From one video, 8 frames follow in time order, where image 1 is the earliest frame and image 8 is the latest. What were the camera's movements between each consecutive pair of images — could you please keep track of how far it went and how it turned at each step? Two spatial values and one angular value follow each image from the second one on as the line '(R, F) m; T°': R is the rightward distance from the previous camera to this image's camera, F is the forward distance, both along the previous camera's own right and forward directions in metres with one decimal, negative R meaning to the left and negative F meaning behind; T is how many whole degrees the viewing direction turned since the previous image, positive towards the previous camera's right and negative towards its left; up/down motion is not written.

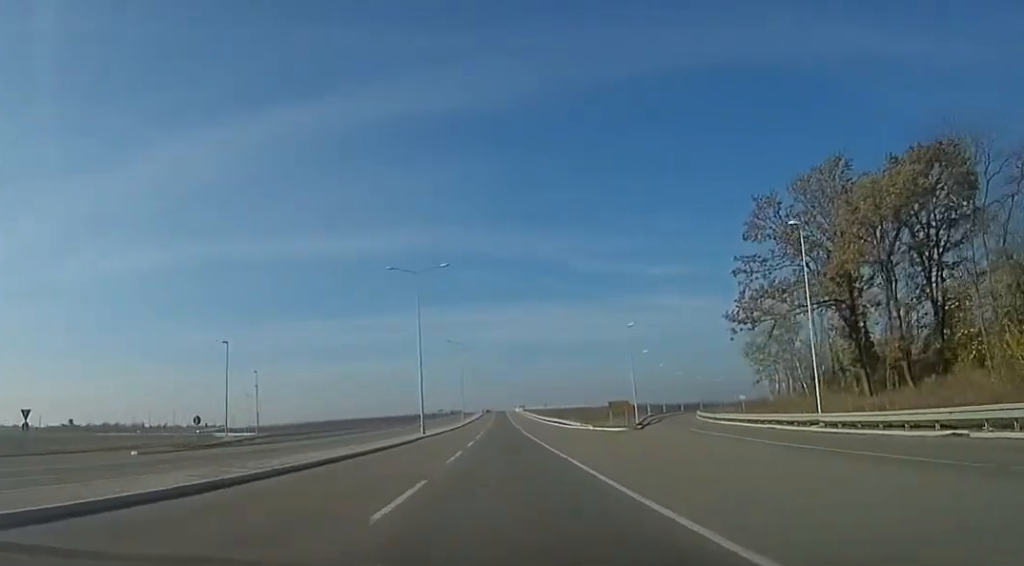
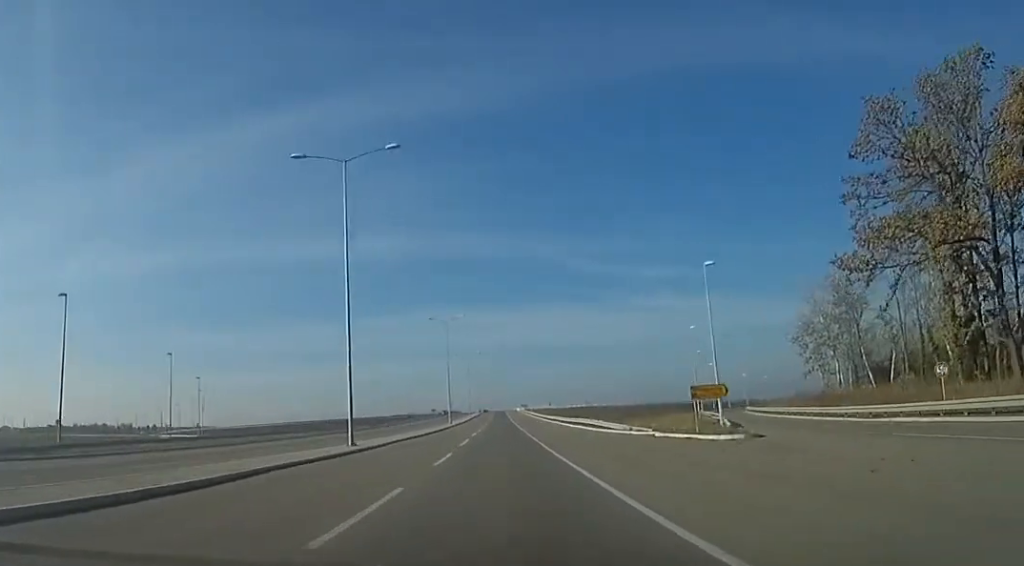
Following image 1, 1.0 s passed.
(0.0, +22.9) m; 0°
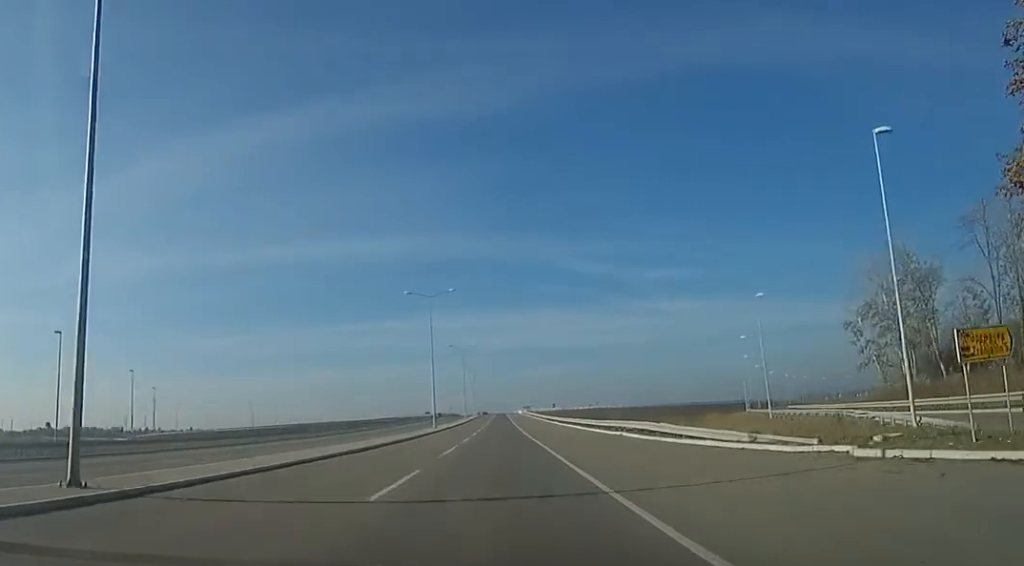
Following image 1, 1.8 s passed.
(0.0, +17.9) m; 0°
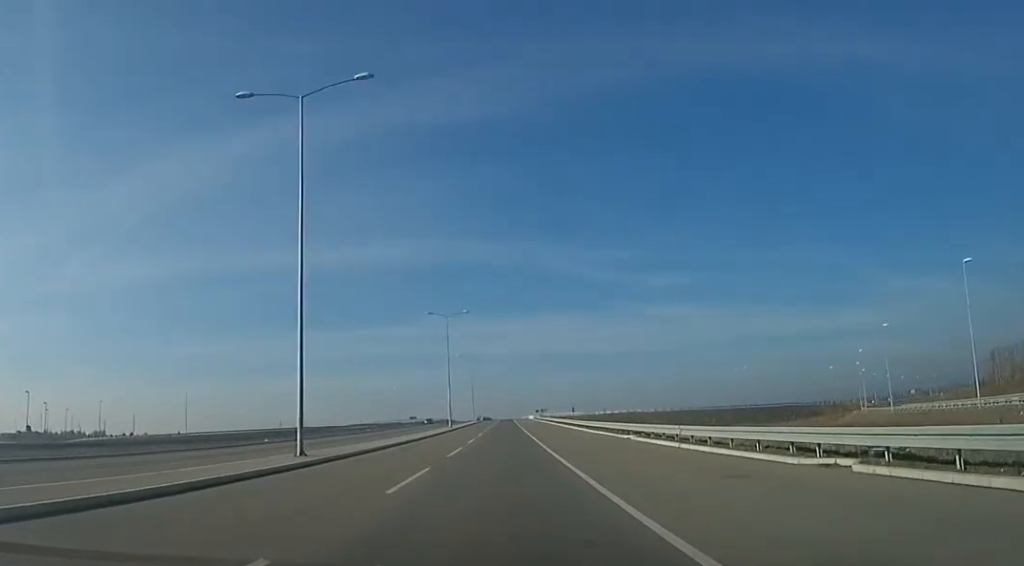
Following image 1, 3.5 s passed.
(-0.2, +41.0) m; 0°
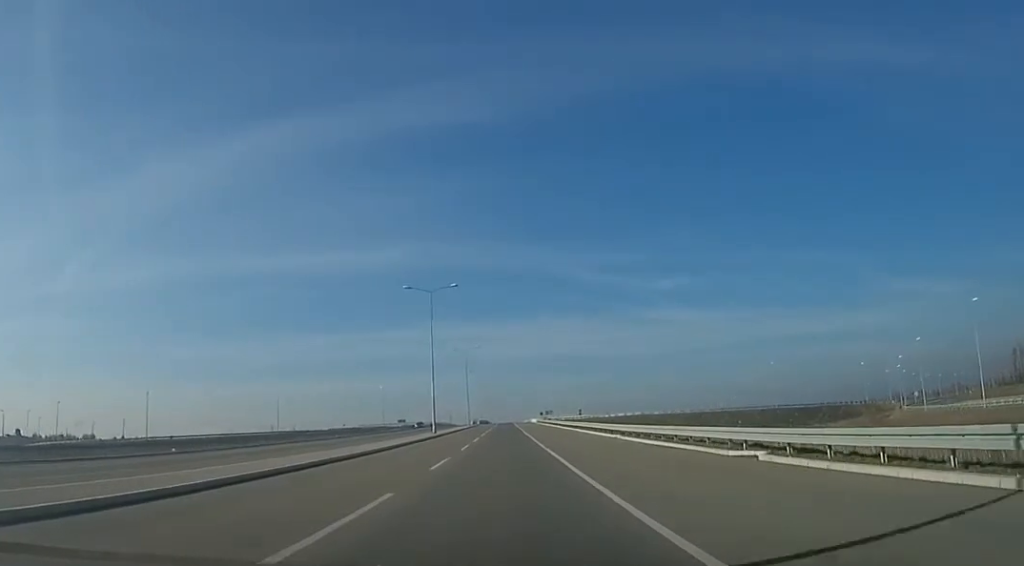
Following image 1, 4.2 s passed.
(0.0, +15.9) m; 0°
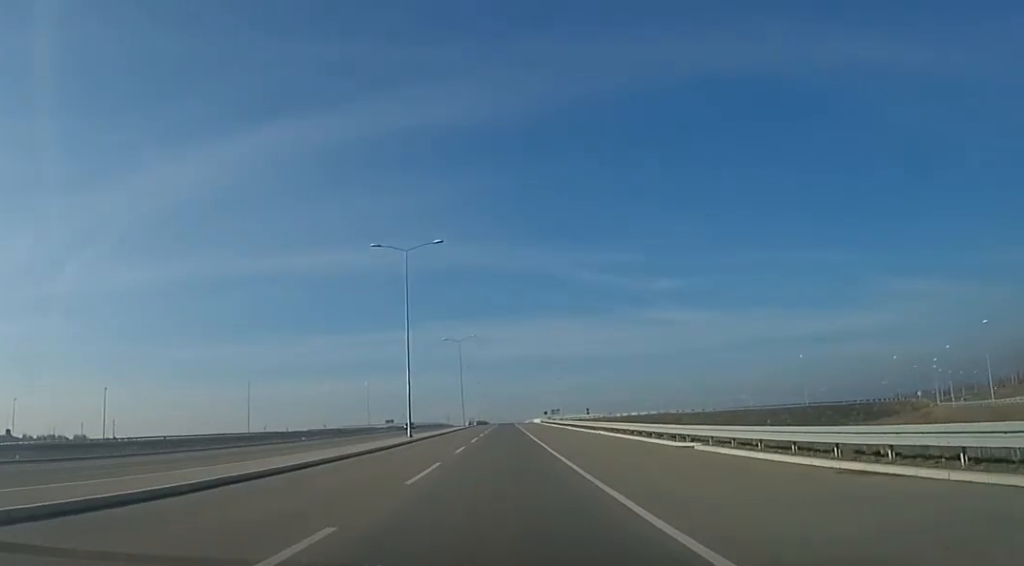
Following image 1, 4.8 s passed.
(0.0, +14.3) m; 0°
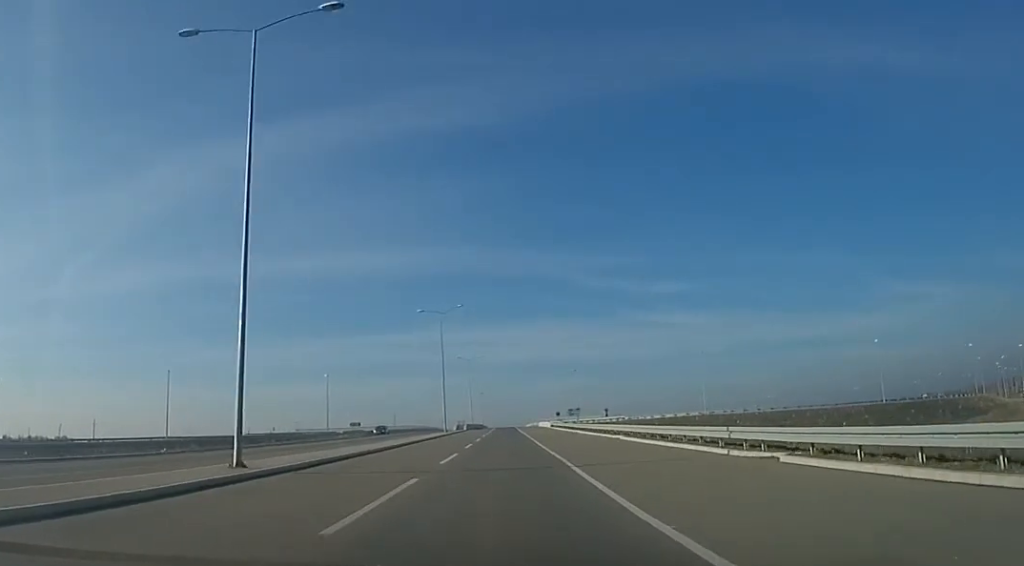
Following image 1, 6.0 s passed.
(0.0, +26.9) m; 0°
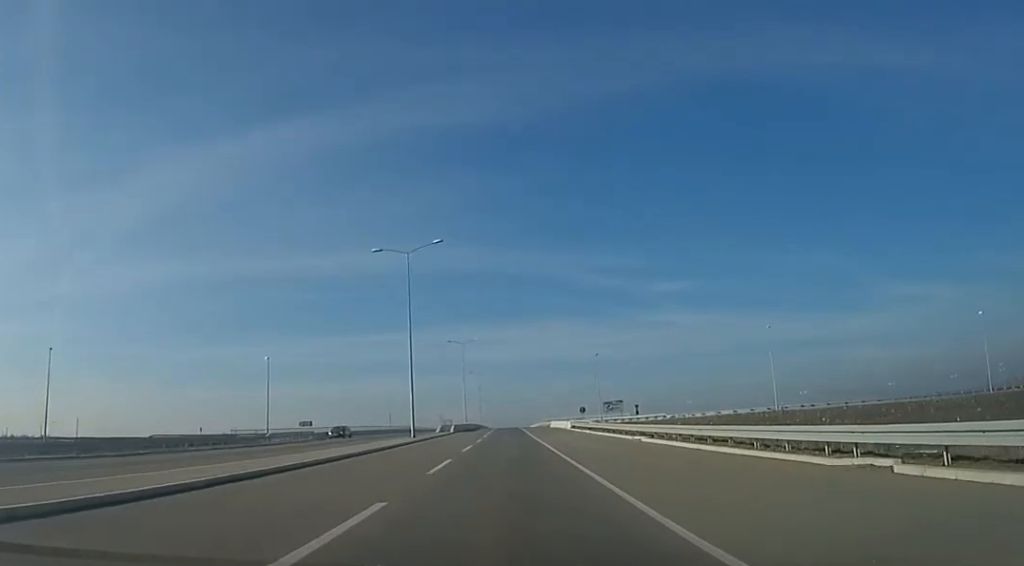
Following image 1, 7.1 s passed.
(0.0, +24.5) m; 0°
